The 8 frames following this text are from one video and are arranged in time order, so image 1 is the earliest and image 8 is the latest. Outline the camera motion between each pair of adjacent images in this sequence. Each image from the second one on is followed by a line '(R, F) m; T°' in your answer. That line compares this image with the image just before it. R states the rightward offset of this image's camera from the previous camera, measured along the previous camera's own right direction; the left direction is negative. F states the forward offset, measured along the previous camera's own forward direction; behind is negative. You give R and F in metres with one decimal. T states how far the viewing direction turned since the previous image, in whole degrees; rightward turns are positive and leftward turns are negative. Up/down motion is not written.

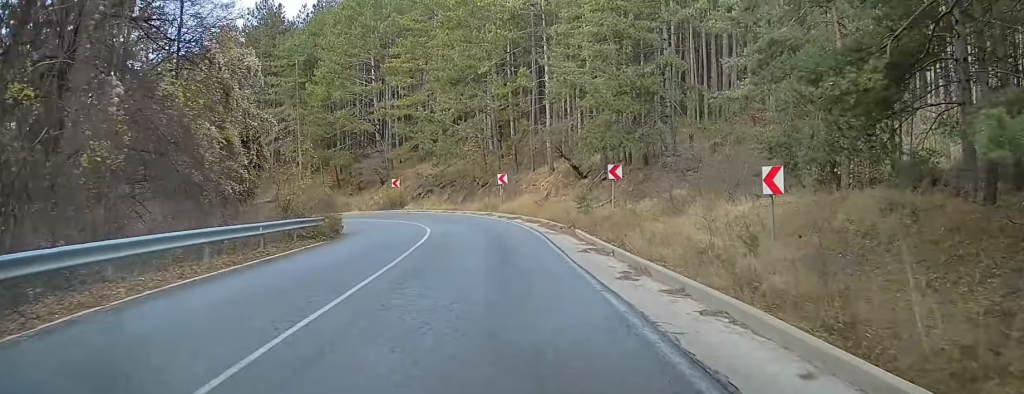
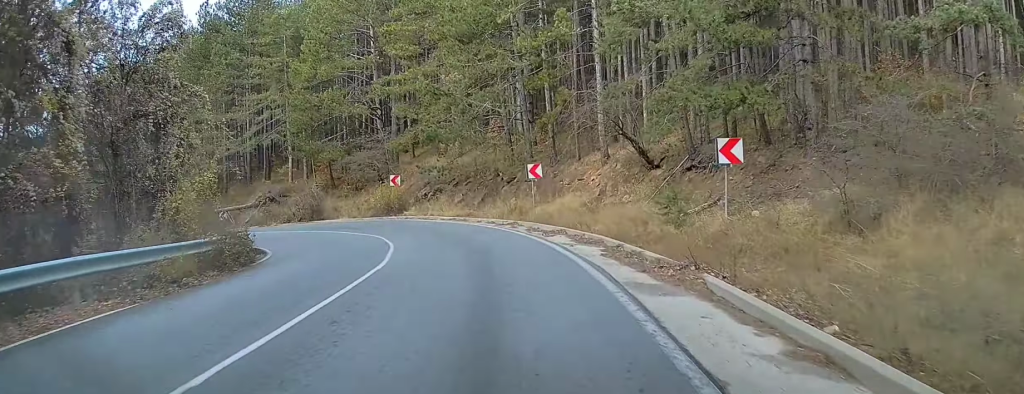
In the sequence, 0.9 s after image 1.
(-0.4, +12.9) m; -5°
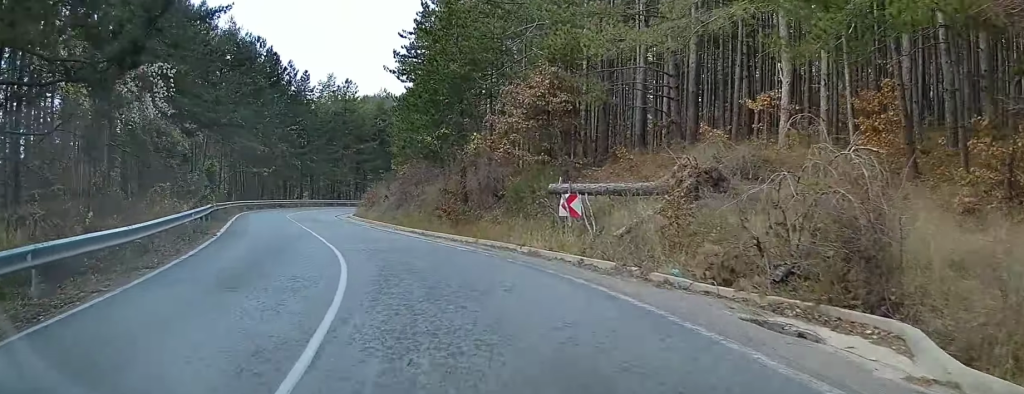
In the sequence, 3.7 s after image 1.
(-7.4, +36.1) m; -31°
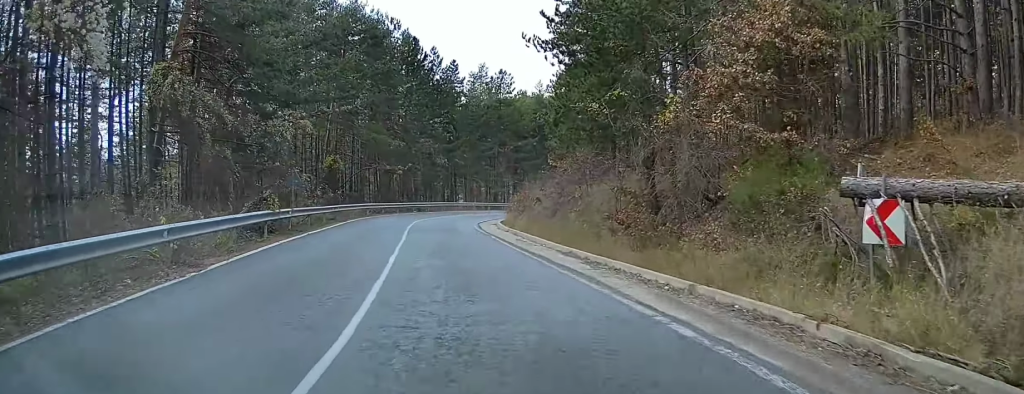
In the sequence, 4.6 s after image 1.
(-1.3, +10.0) m; -12°
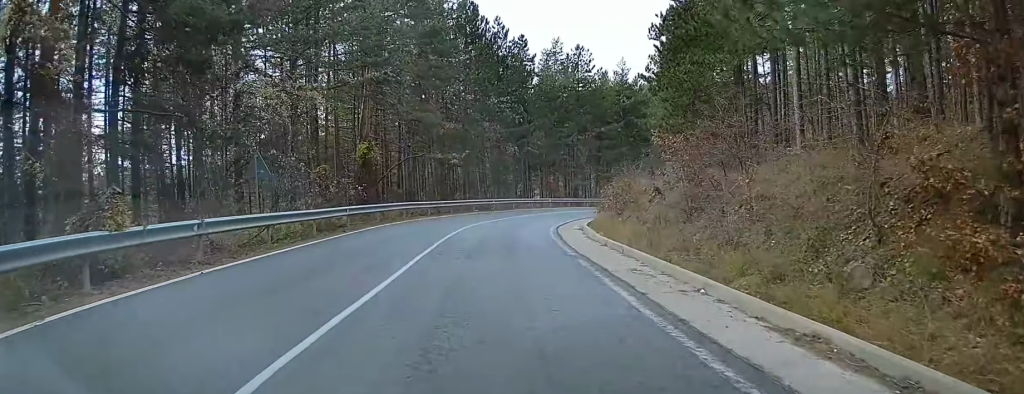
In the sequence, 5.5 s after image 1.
(-1.1, +12.0) m; -8°
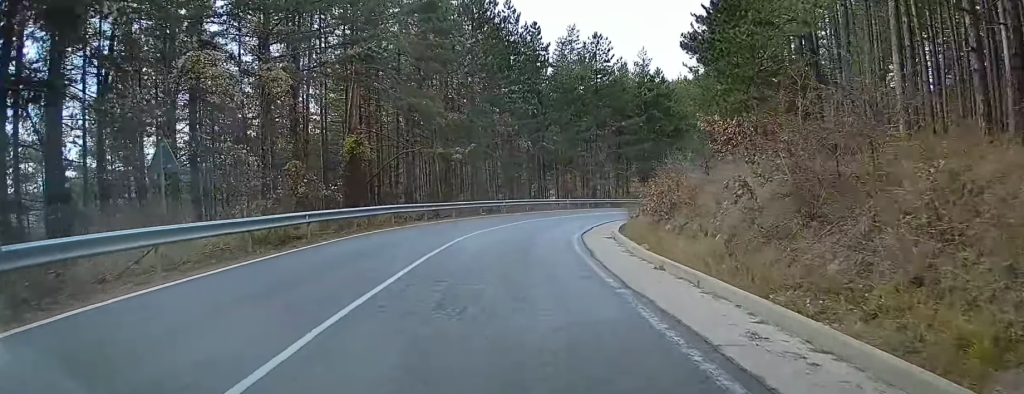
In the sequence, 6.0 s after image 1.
(-0.2, +6.3) m; -3°
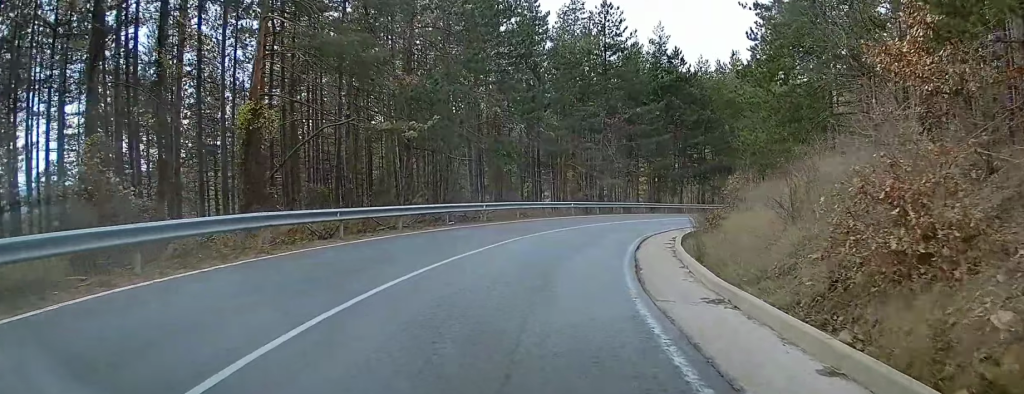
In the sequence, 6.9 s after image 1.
(-0.6, +12.8) m; -1°
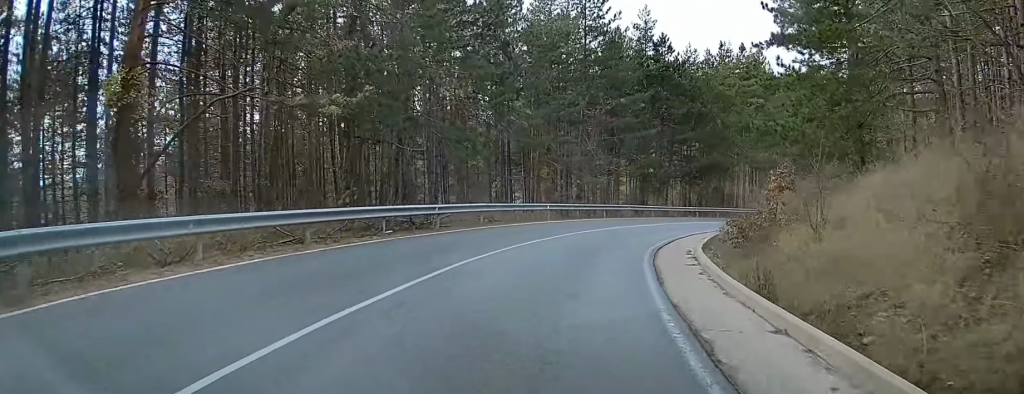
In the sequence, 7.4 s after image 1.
(0.0, +6.6) m; +2°
